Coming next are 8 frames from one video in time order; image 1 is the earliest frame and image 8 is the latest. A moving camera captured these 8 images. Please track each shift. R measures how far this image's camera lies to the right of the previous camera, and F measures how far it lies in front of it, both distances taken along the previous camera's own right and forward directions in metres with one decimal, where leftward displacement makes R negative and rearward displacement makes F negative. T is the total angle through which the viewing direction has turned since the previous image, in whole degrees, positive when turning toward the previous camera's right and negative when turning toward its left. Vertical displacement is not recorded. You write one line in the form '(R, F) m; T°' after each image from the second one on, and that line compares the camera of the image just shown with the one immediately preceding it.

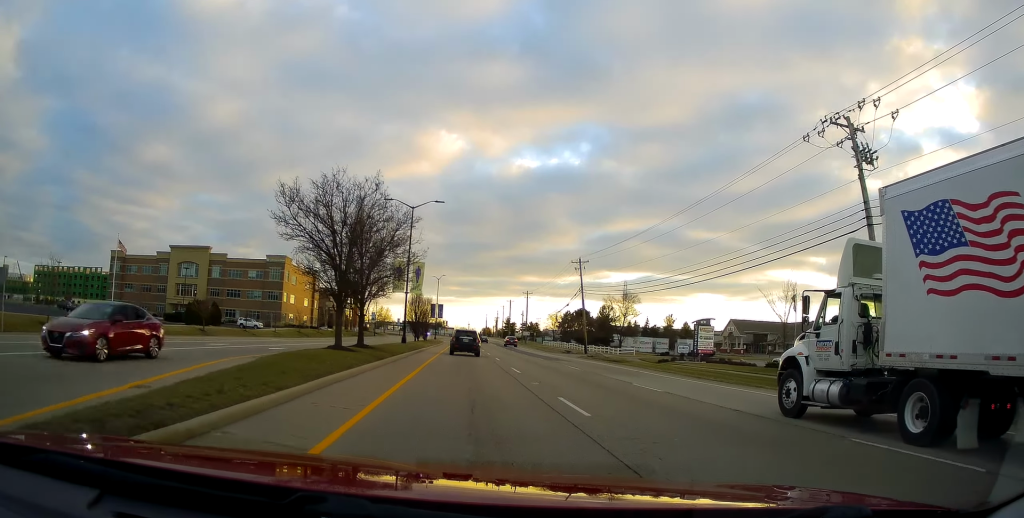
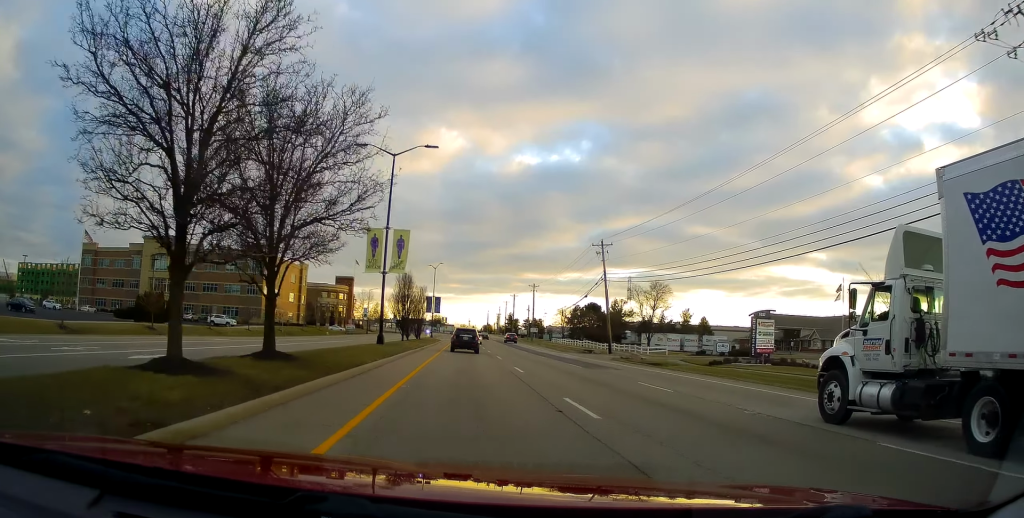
(-0.2, +13.2) m; 0°
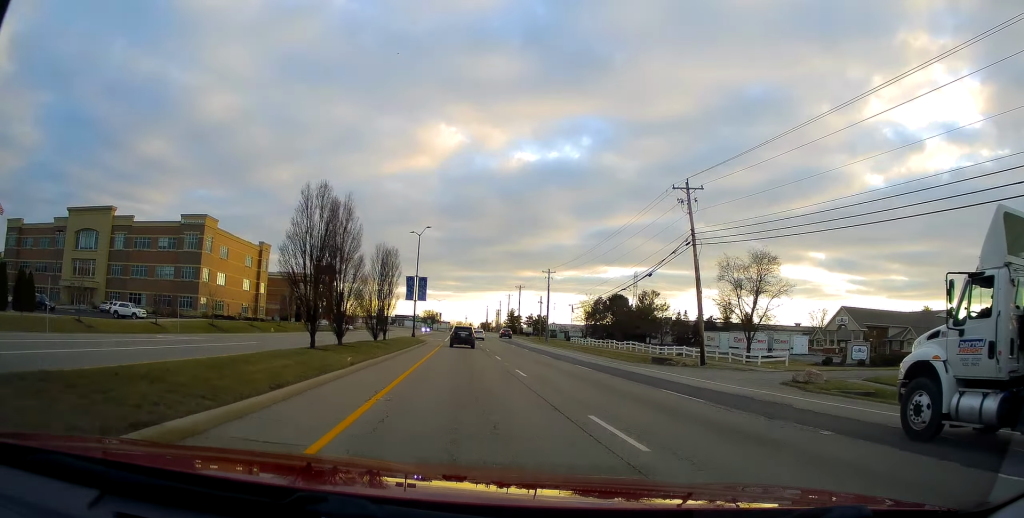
(+1.0, +28.0) m; +1°
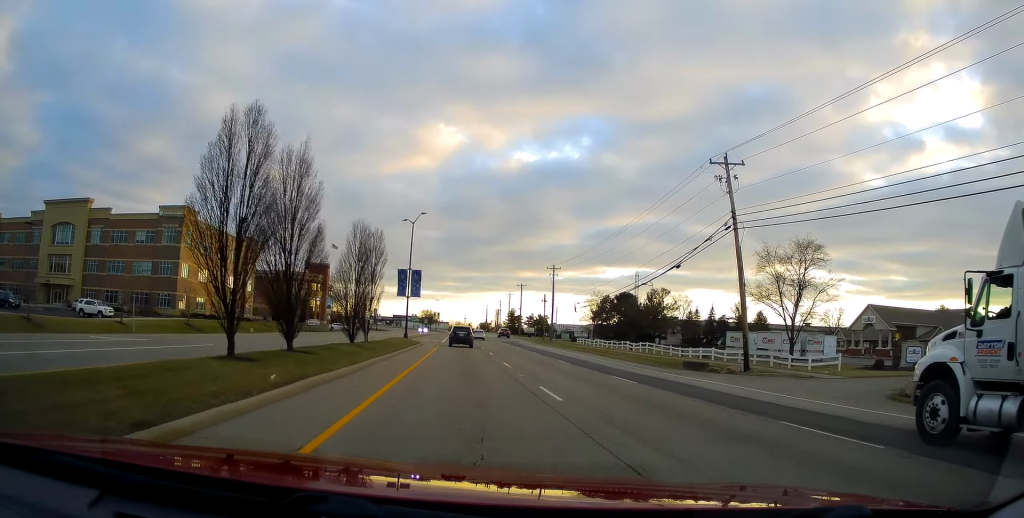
(-0.2, +7.0) m; -1°
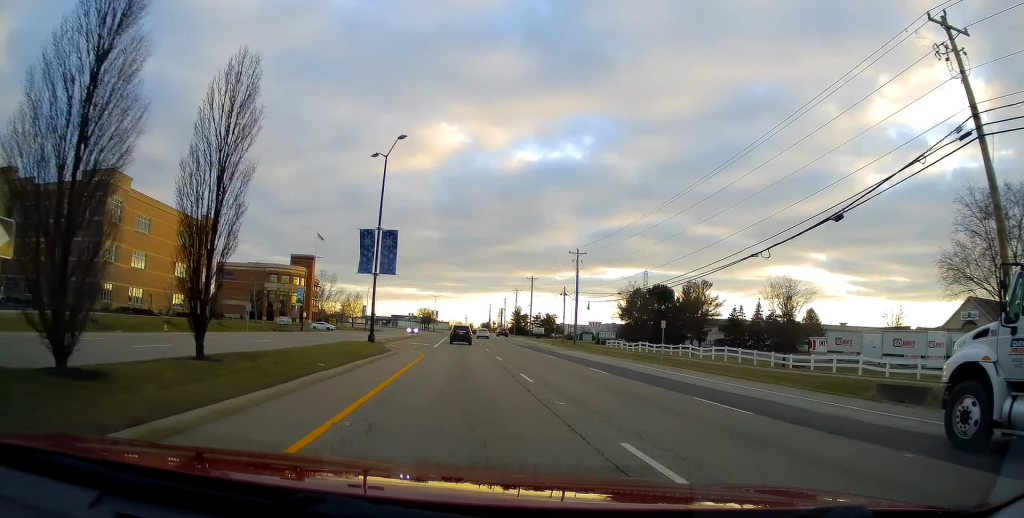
(-0.7, +20.6) m; -2°
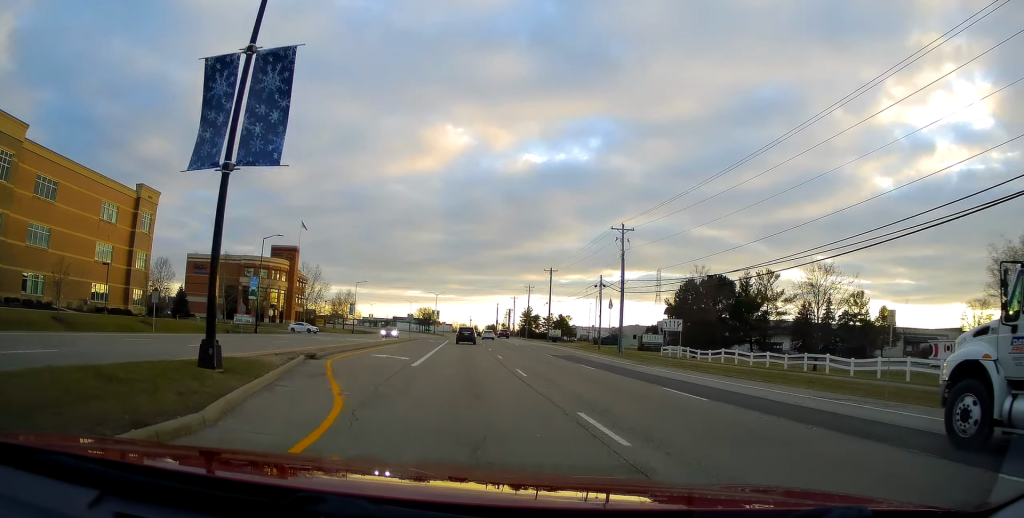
(0.0, +21.9) m; 0°
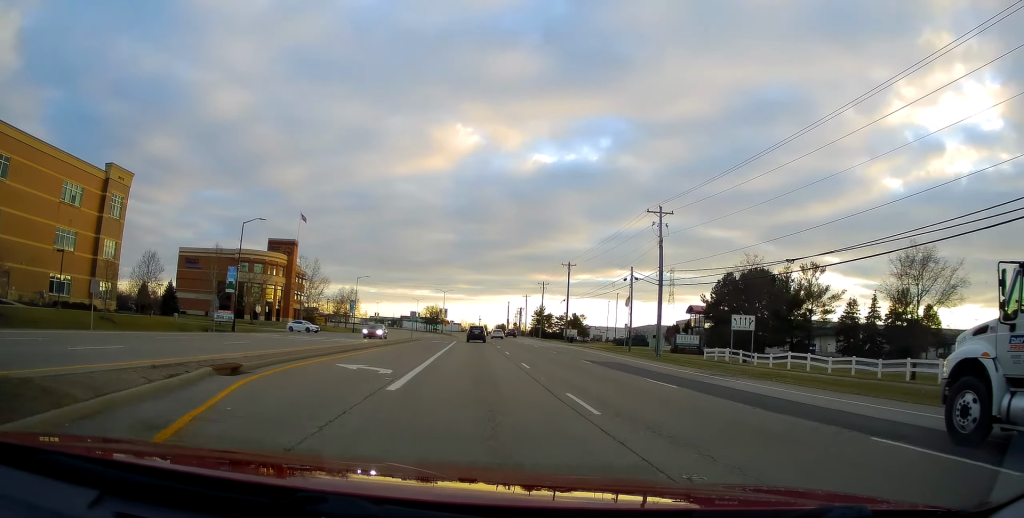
(0.0, +9.4) m; -1°
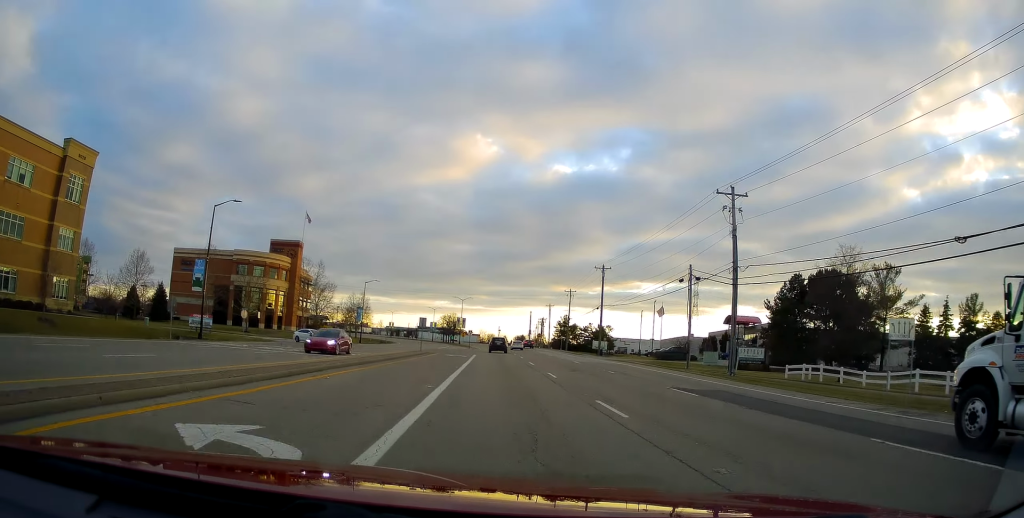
(+0.1, +11.6) m; -2°
